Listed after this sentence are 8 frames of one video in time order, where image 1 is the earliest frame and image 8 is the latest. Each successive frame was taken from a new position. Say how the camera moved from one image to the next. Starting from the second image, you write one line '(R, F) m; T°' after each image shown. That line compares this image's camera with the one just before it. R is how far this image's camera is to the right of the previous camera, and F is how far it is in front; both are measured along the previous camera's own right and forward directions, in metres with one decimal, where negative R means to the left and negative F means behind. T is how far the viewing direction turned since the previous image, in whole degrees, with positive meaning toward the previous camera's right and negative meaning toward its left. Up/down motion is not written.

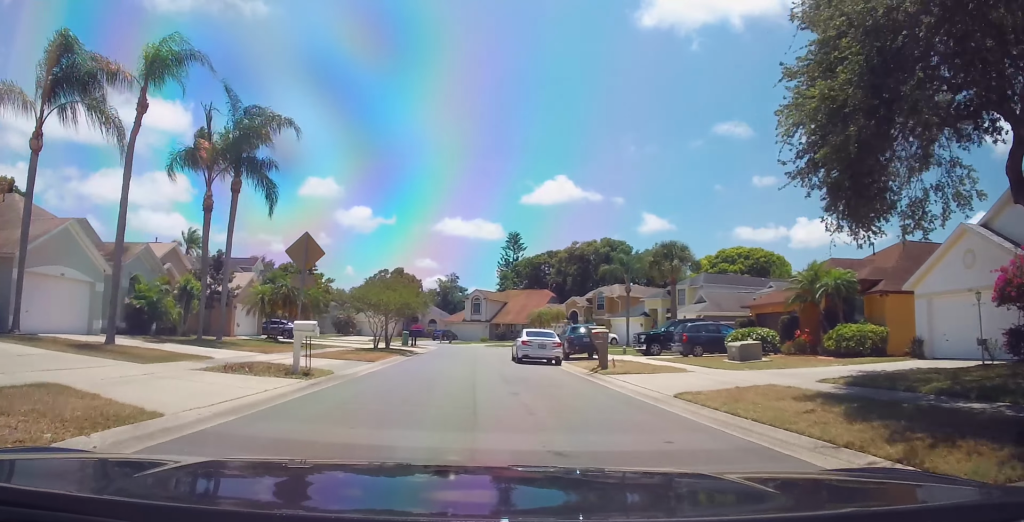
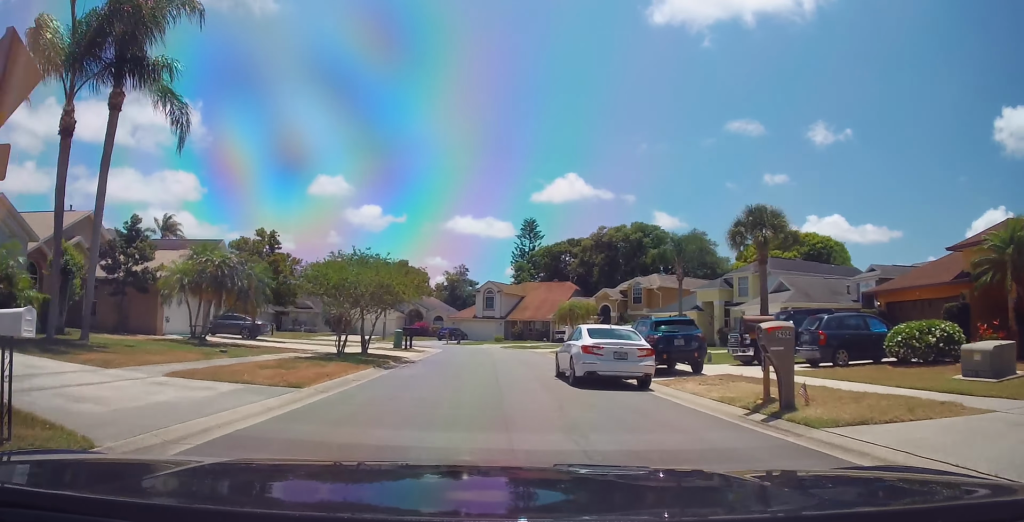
(+0.7, +11.4) m; +2°
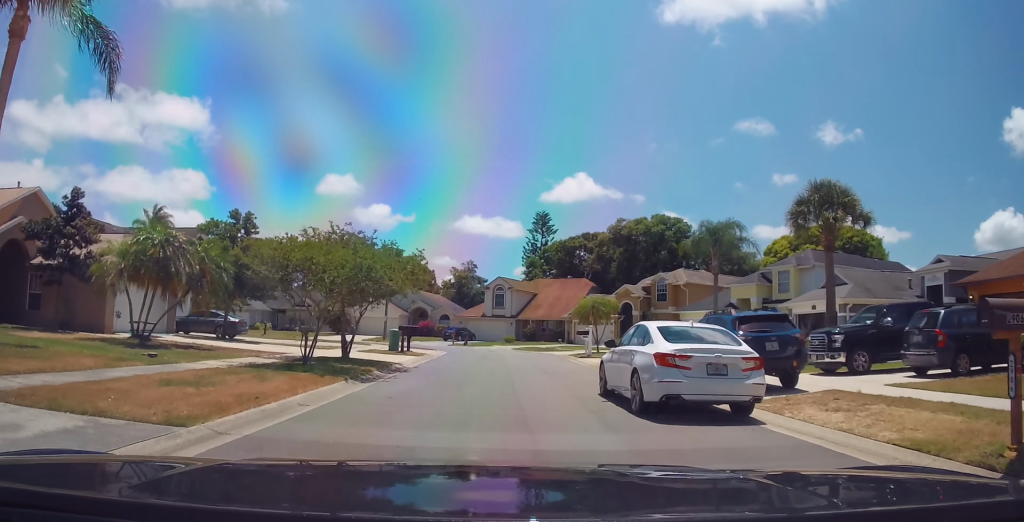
(+0.1, +5.3) m; -2°
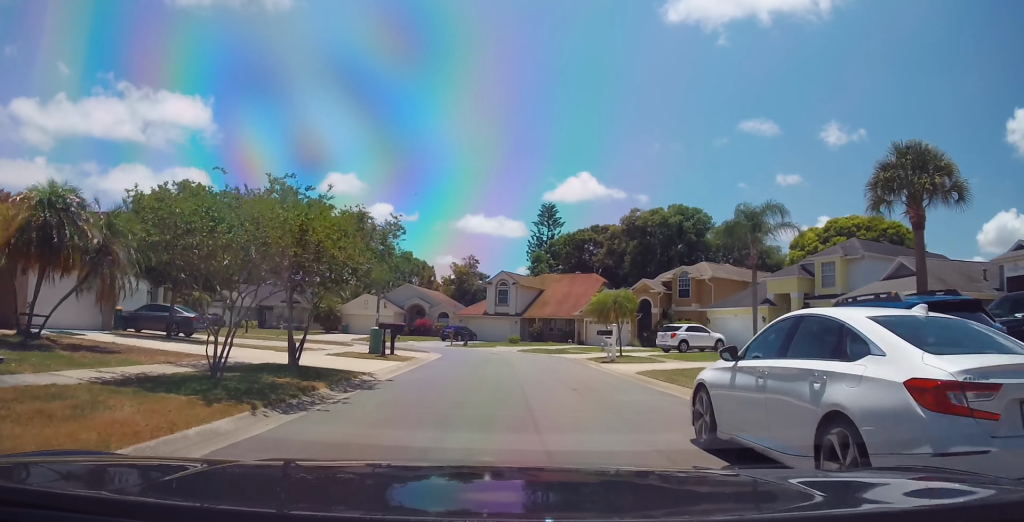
(-0.3, +5.9) m; +2°
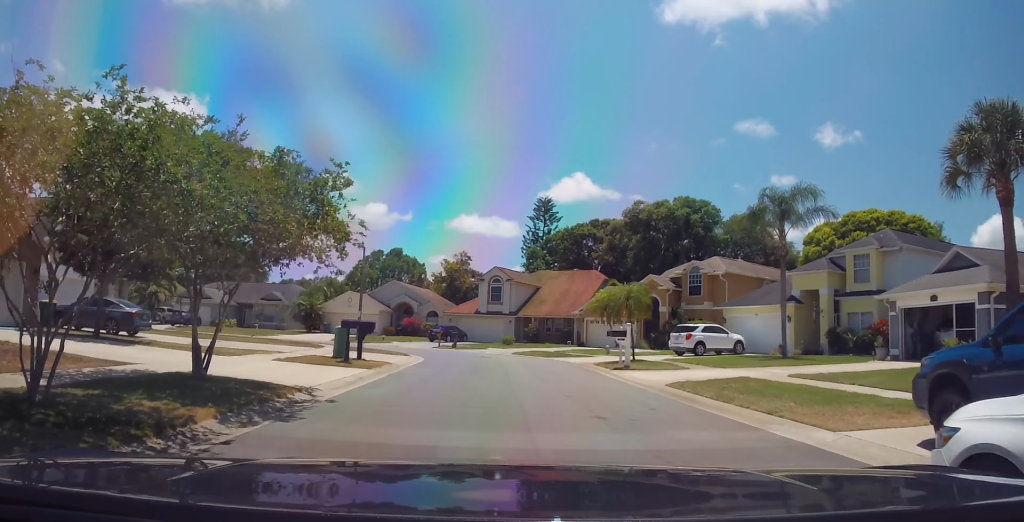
(-0.1, +4.7) m; +2°
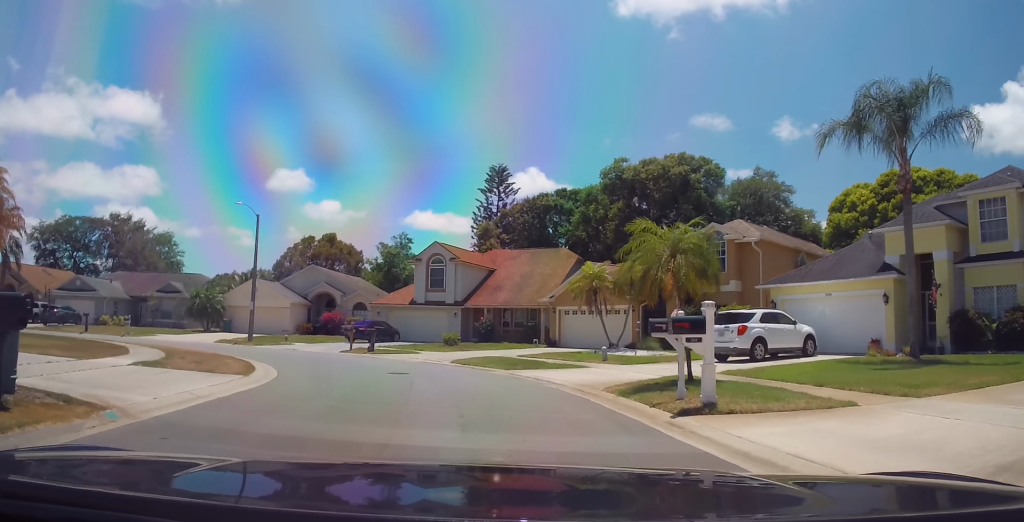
(+0.7, +14.5) m; +3°
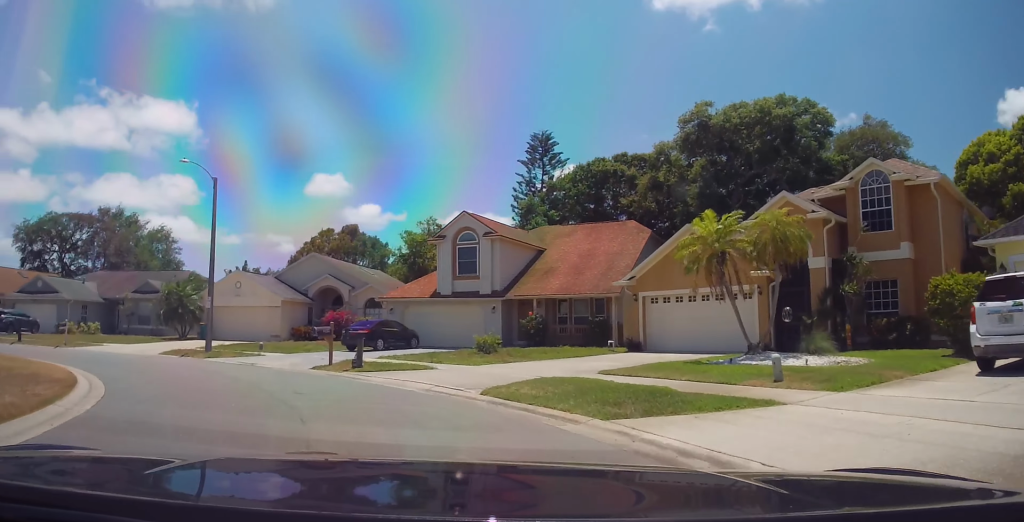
(+0.2, +11.8) m; -4°
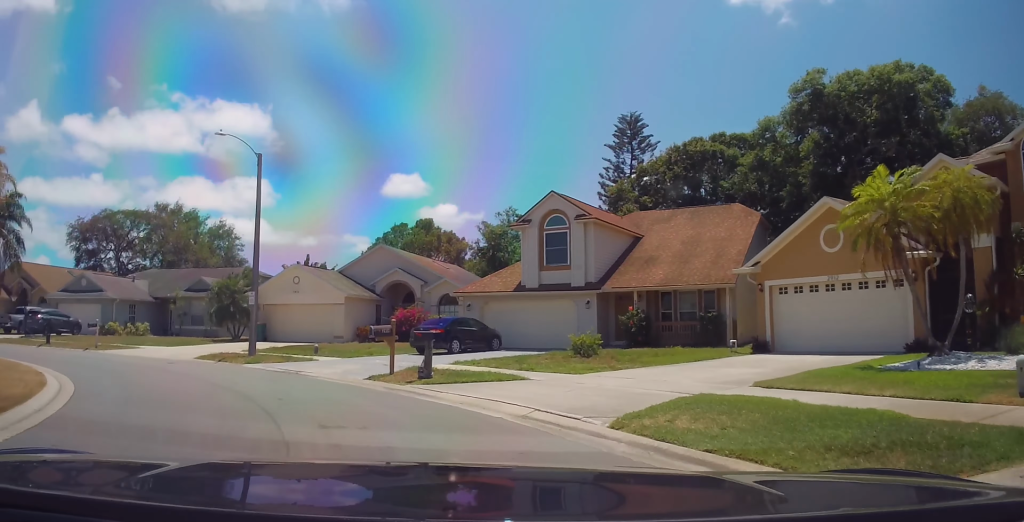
(+0.1, +4.4) m; -7°
